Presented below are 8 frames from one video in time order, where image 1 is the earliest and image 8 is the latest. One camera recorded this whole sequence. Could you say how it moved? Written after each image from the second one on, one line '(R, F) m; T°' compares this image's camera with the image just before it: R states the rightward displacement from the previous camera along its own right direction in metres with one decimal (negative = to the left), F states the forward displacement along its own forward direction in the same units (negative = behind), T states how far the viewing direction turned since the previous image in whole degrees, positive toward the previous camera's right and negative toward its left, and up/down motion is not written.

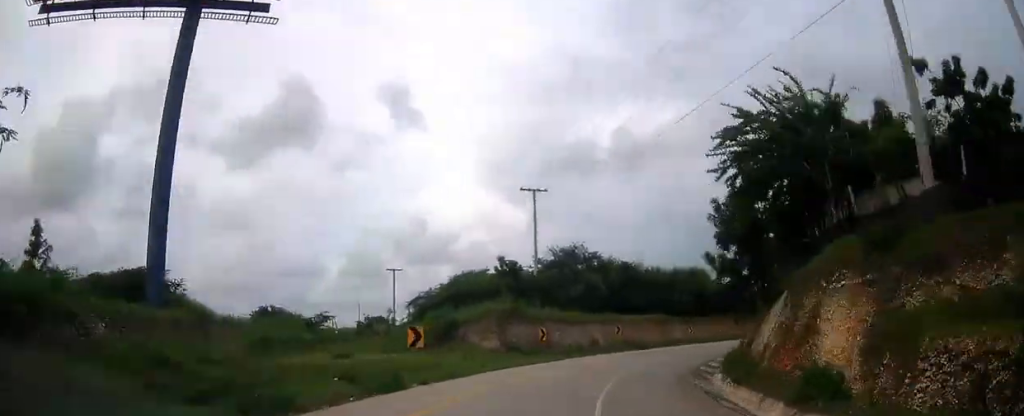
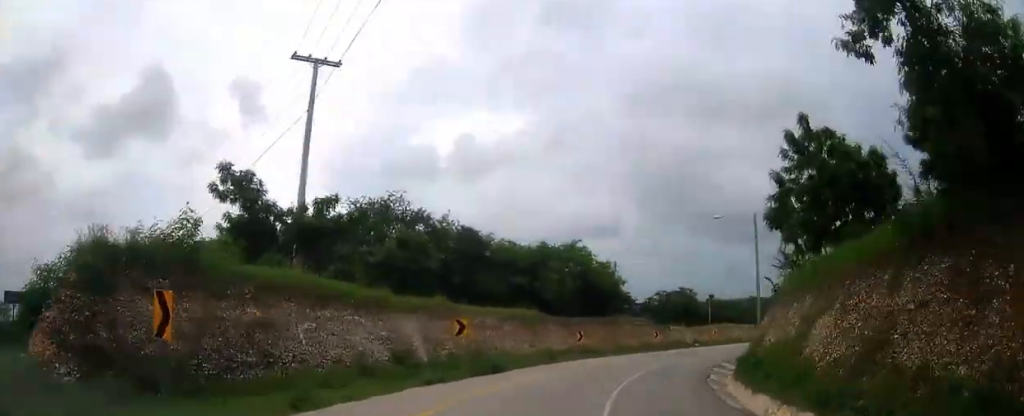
(+1.3, +24.9) m; +15°
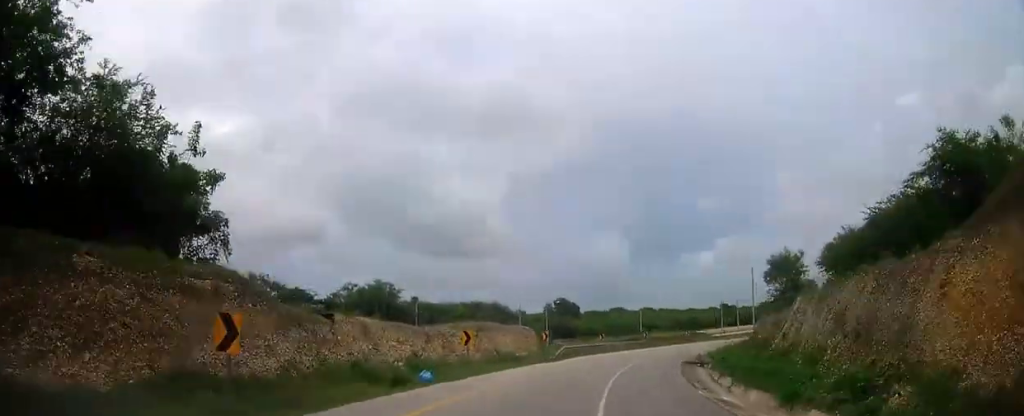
(+10.9, +40.4) m; +26°
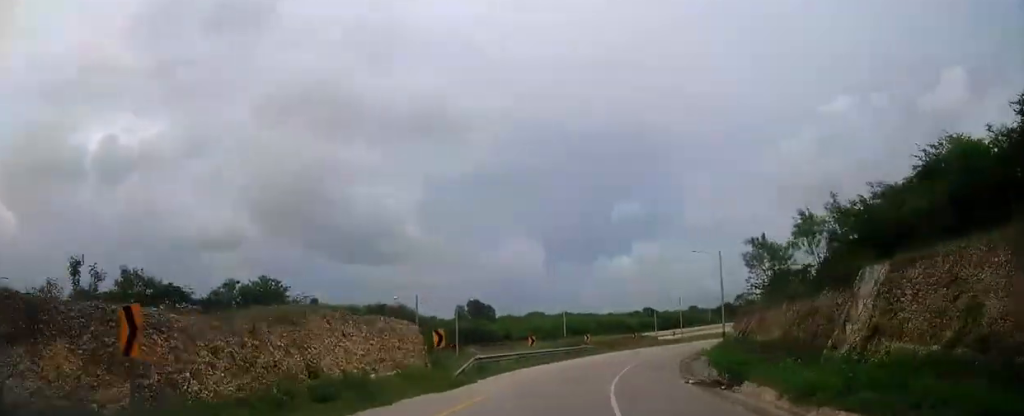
(+2.2, +18.0) m; +9°
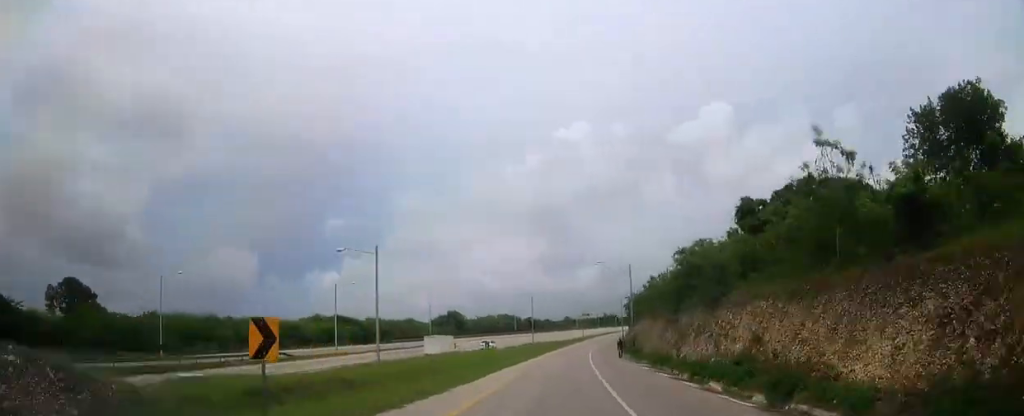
(+19.3, +71.3) m; +25°
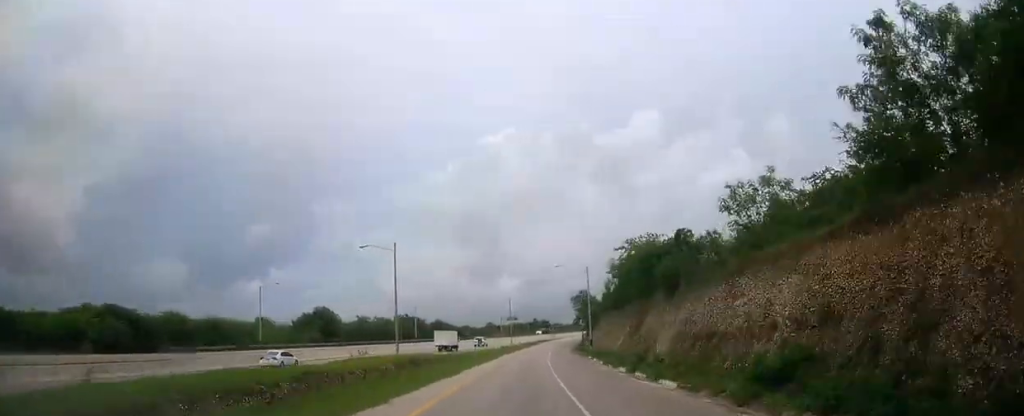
(+5.7, +61.8) m; +8°
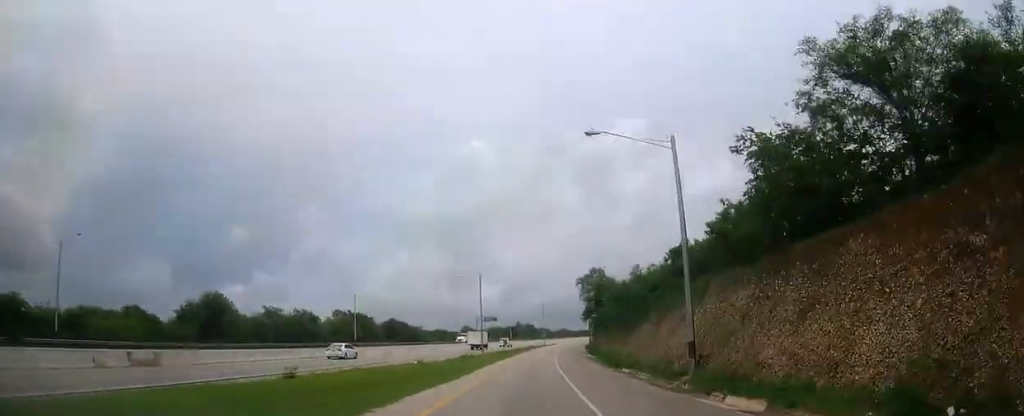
(+0.9, +45.1) m; +2°
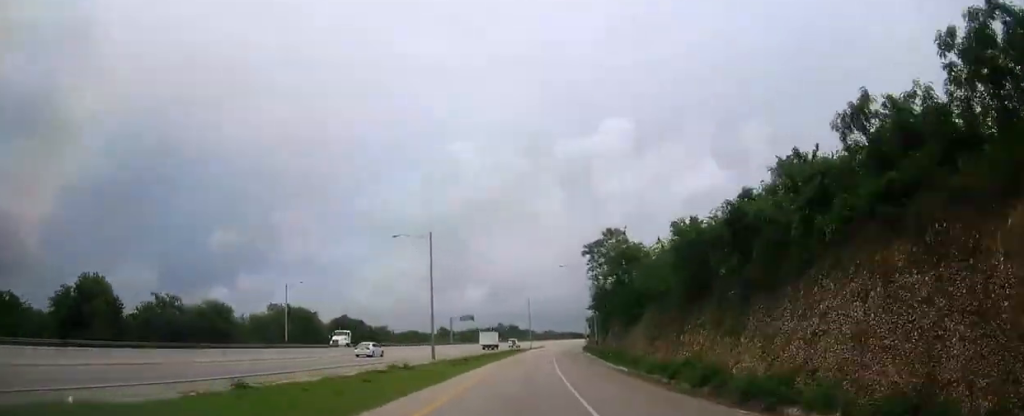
(+0.5, +27.6) m; +2°
